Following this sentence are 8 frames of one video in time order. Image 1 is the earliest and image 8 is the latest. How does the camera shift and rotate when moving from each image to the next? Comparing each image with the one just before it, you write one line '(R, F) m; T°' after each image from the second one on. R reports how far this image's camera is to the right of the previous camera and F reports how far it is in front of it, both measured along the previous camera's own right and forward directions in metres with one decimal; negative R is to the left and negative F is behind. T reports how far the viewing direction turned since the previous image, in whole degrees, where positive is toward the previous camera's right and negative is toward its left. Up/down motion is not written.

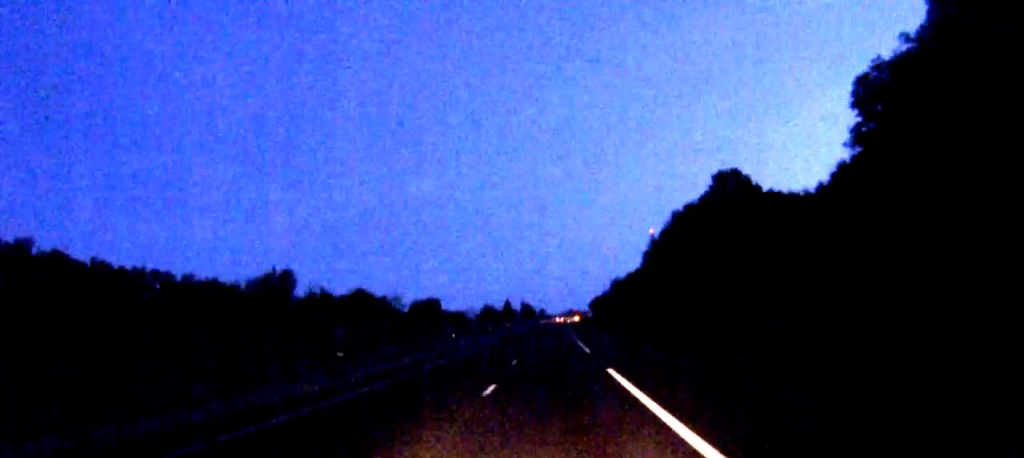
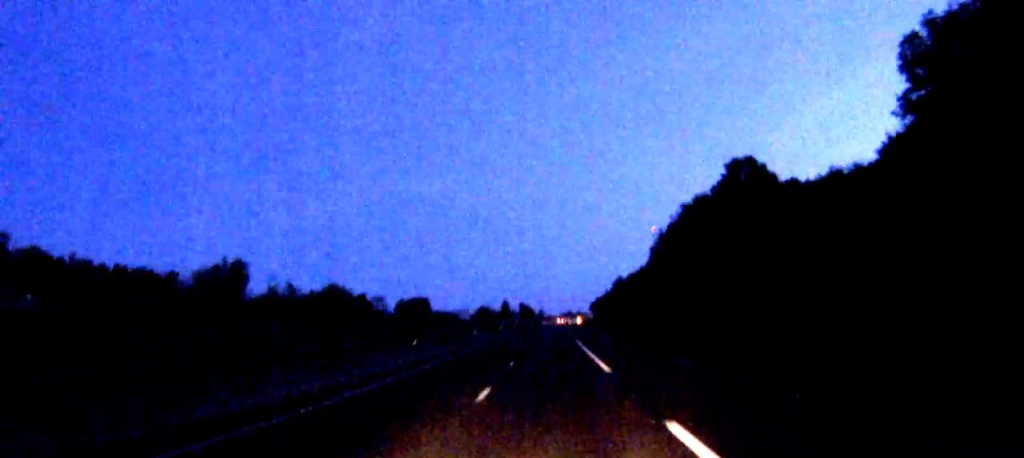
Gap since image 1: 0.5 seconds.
(+0.2, +14.0) m; 0°
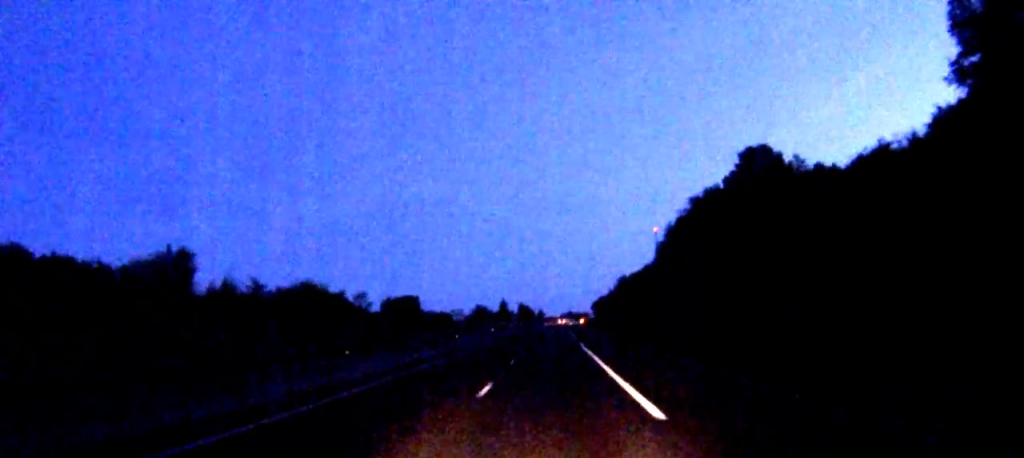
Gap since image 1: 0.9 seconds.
(+0.1, +12.1) m; 0°
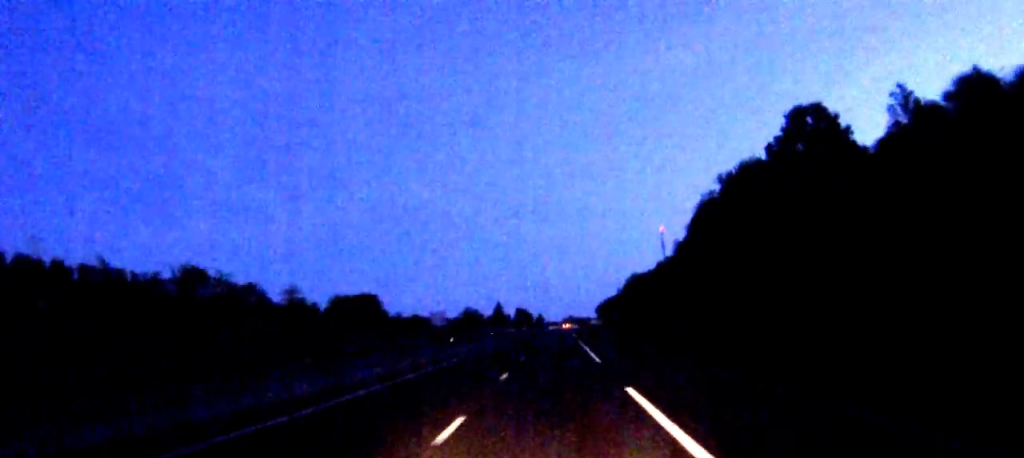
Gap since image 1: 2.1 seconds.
(0.0, +32.4) m; 0°
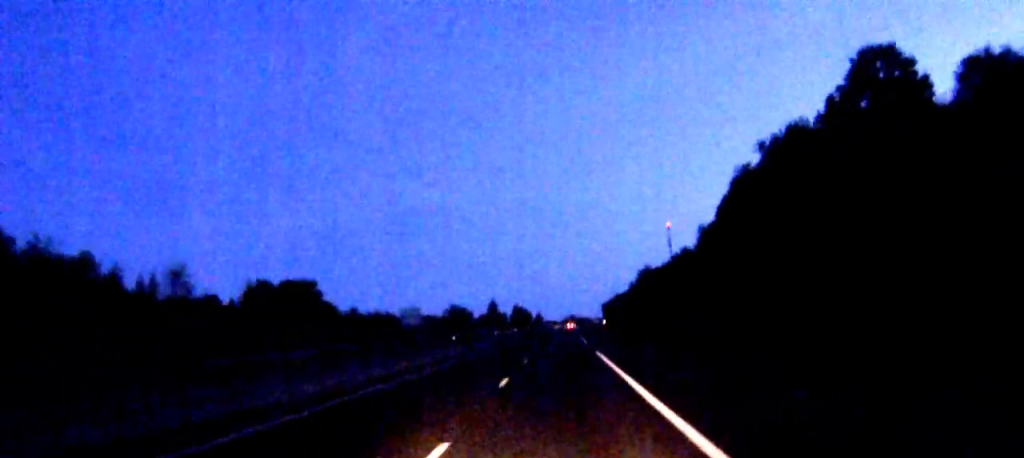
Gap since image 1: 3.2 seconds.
(-0.1, +29.4) m; 0°
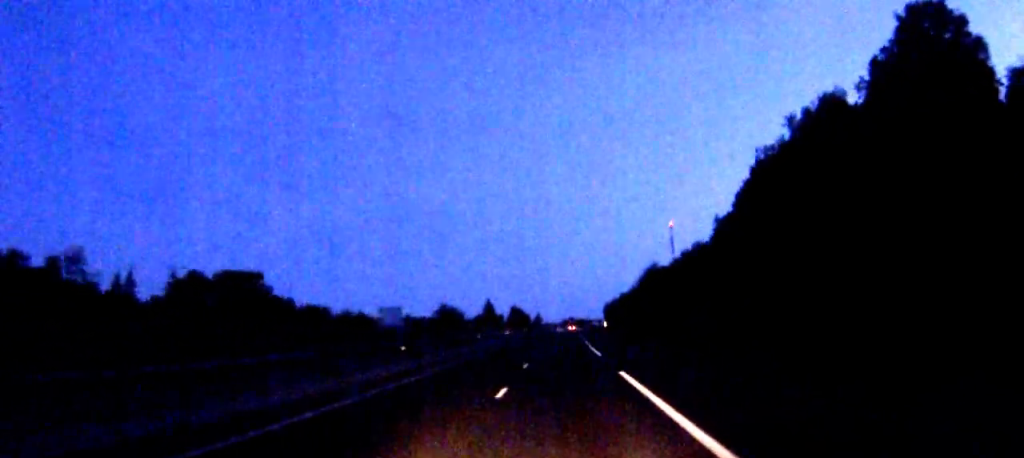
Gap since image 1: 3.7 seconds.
(-0.1, +15.6) m; 0°
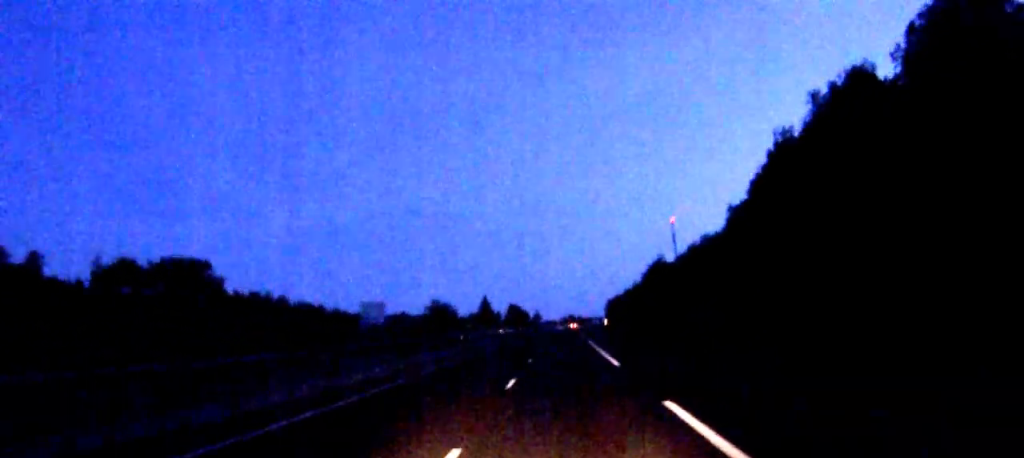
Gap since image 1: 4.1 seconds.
(0.0, +10.9) m; 0°
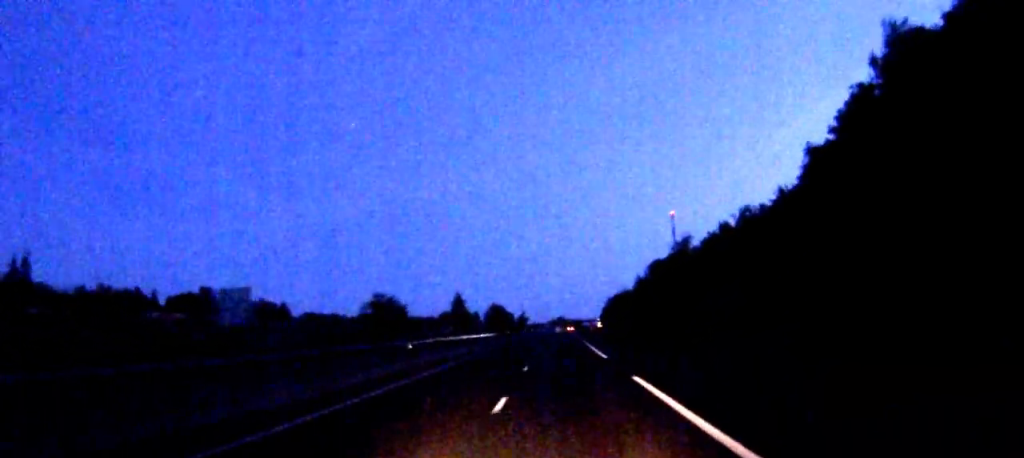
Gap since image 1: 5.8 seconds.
(+0.4, +43.6) m; +1°
